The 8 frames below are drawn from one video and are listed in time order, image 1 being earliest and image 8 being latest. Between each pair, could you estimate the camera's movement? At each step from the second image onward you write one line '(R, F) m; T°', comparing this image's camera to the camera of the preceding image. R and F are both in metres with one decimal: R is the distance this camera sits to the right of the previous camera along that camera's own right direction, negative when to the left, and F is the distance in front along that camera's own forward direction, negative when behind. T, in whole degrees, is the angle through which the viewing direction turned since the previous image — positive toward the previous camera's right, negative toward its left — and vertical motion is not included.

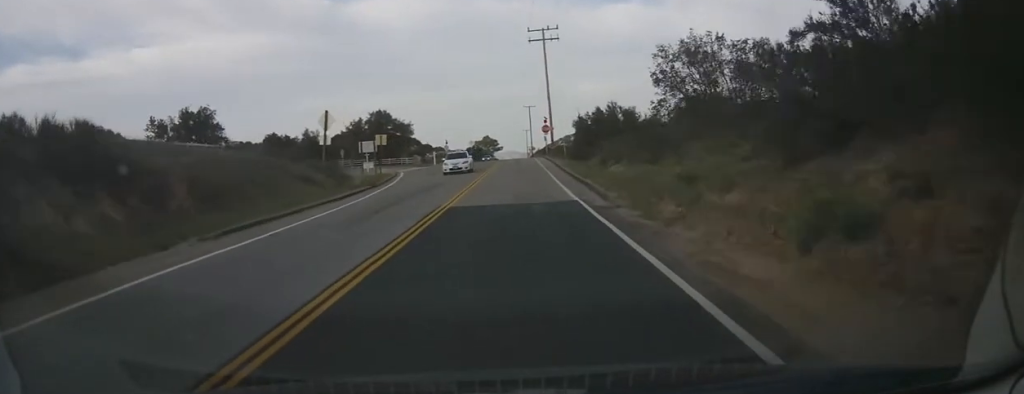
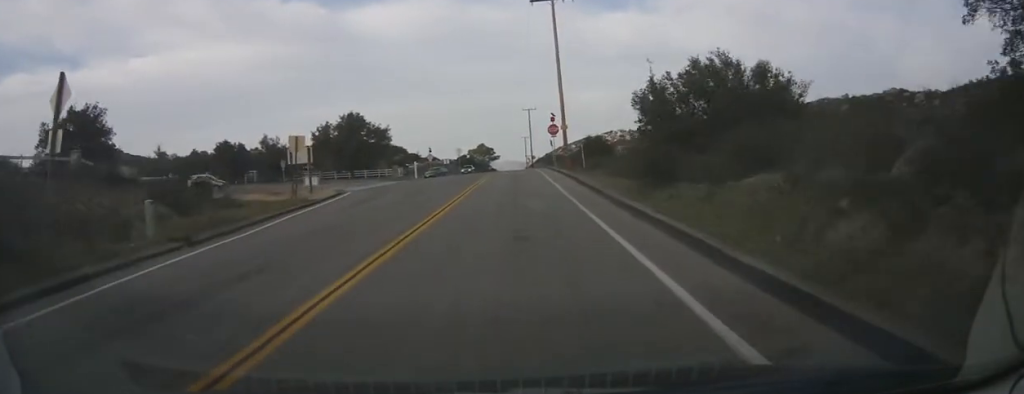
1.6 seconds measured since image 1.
(-0.1, +22.9) m; -2°
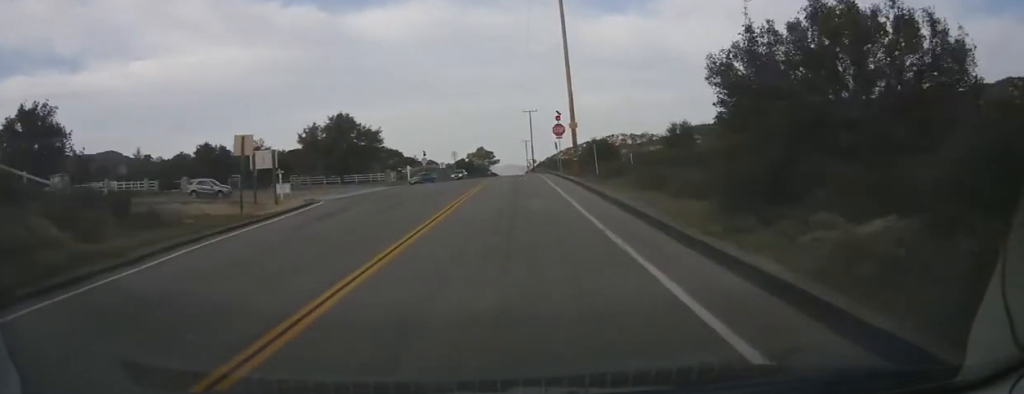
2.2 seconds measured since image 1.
(-0.2, +7.6) m; -1°
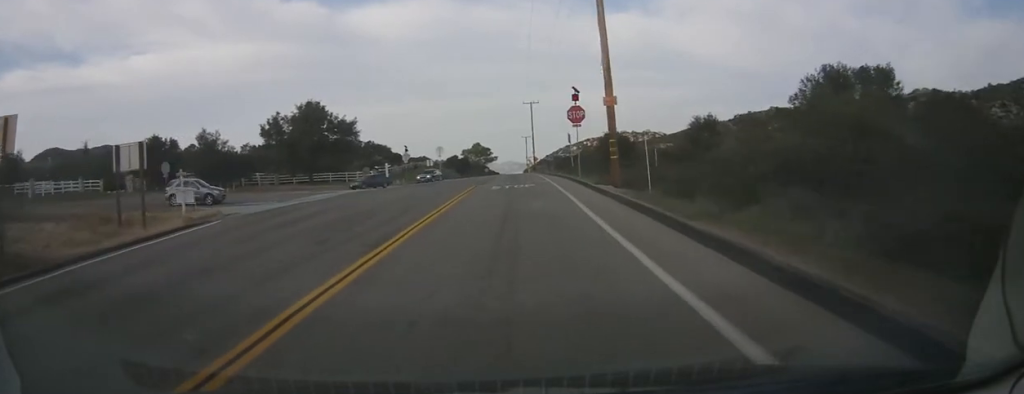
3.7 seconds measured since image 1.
(+0.1, +16.3) m; +2°
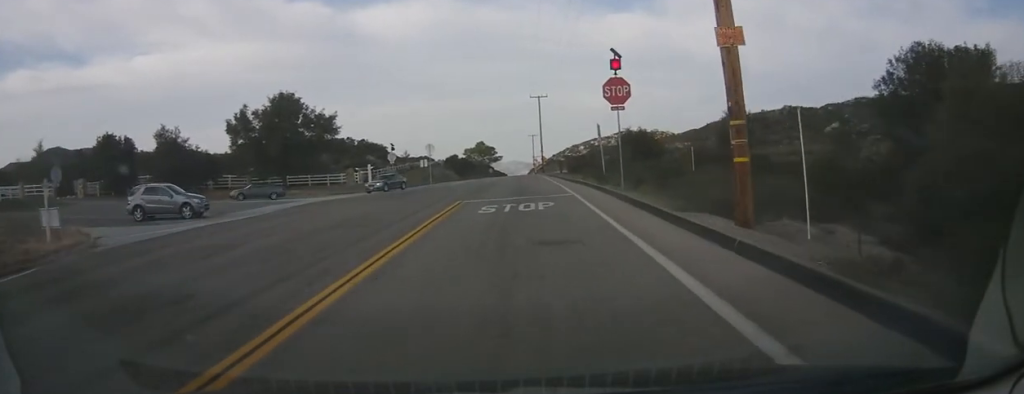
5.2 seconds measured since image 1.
(+0.3, +14.4) m; +1°
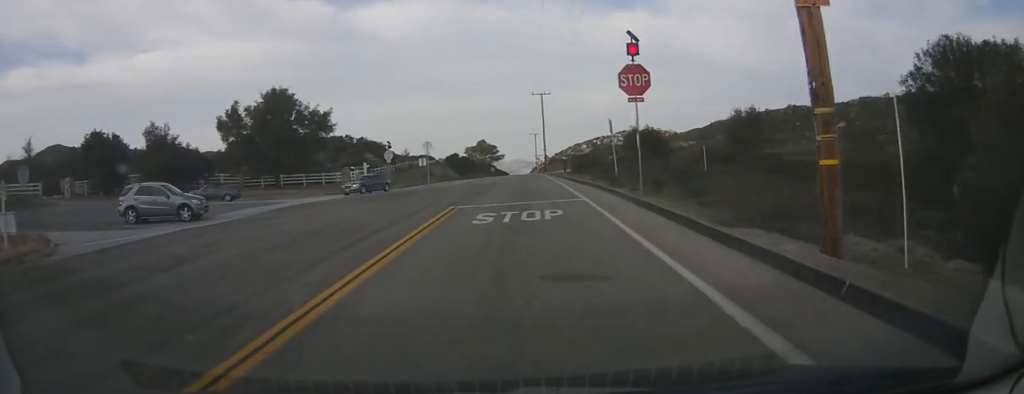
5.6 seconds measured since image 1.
(0.0, +3.5) m; 0°
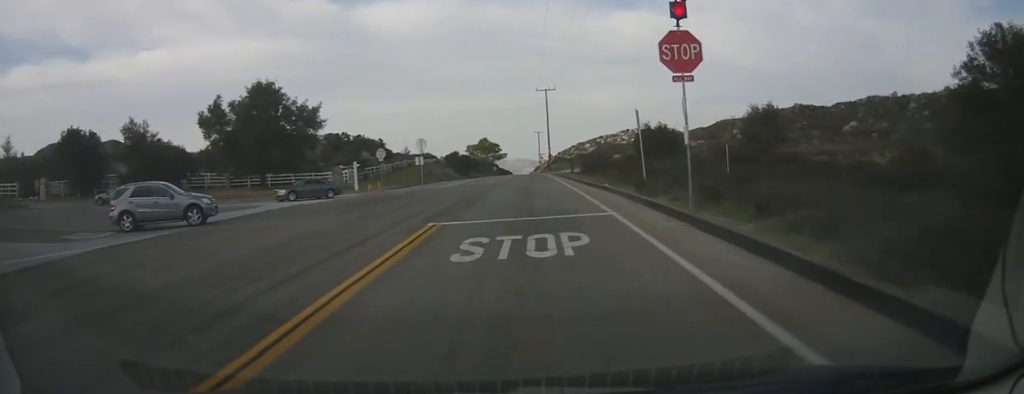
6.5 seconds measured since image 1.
(-0.2, +6.3) m; +1°
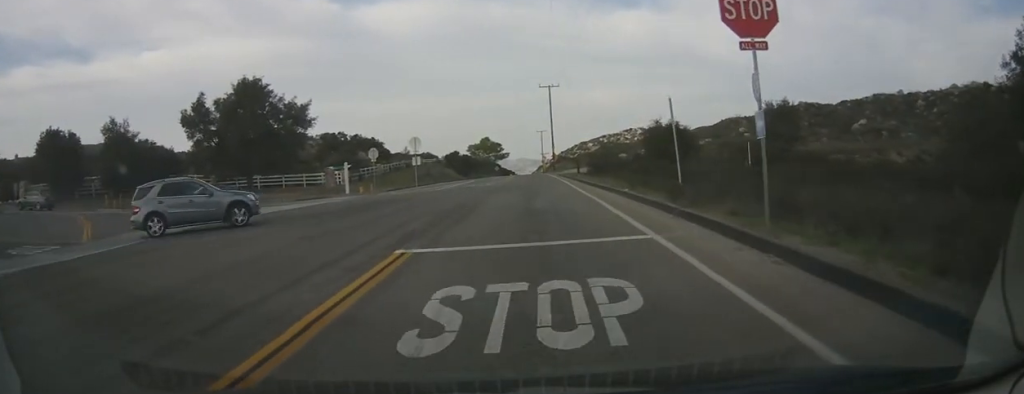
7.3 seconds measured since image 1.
(+0.4, +5.0) m; 0°
